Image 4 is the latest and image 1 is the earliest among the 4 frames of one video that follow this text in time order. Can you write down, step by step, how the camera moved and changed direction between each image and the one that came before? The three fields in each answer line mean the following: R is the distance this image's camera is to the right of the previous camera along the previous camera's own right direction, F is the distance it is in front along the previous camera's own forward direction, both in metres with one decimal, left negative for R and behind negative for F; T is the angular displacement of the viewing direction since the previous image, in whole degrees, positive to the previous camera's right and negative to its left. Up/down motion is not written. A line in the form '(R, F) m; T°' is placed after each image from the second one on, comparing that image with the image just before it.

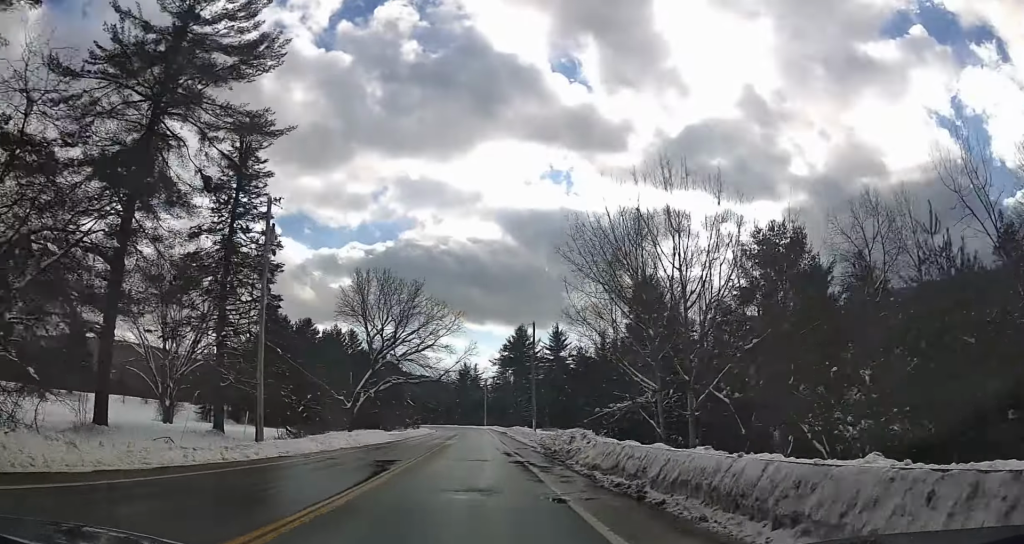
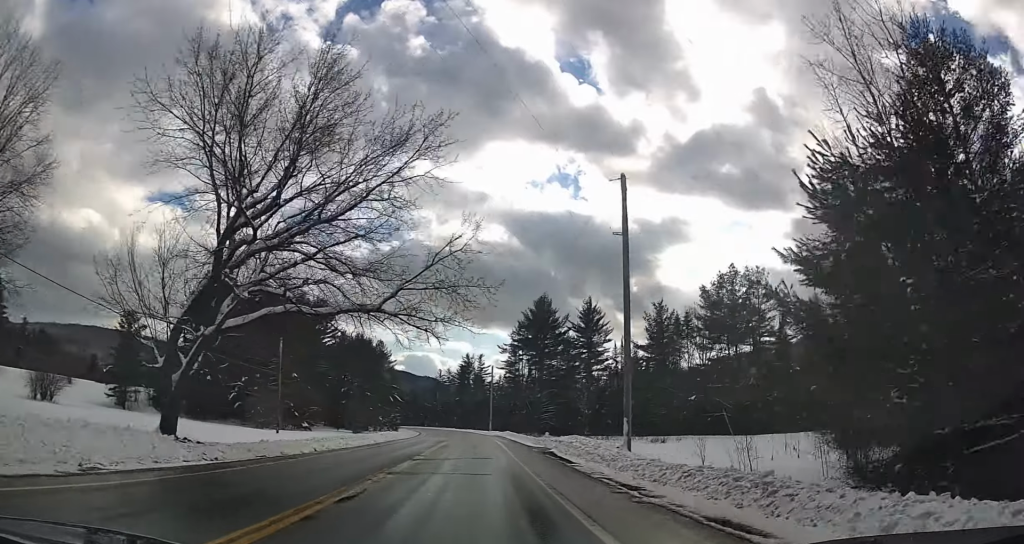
(+0.2, +38.2) m; 0°
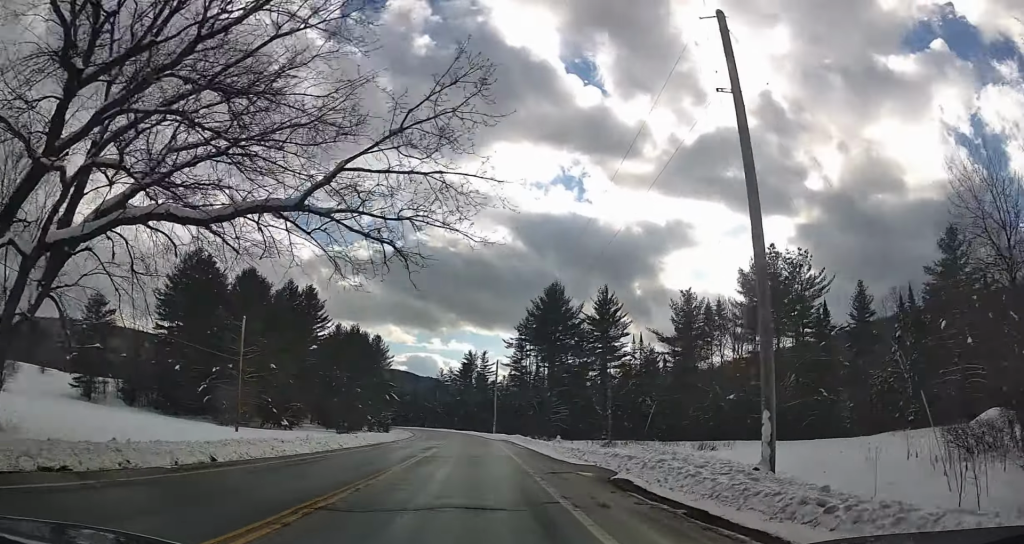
(0.0, +11.6) m; 0°
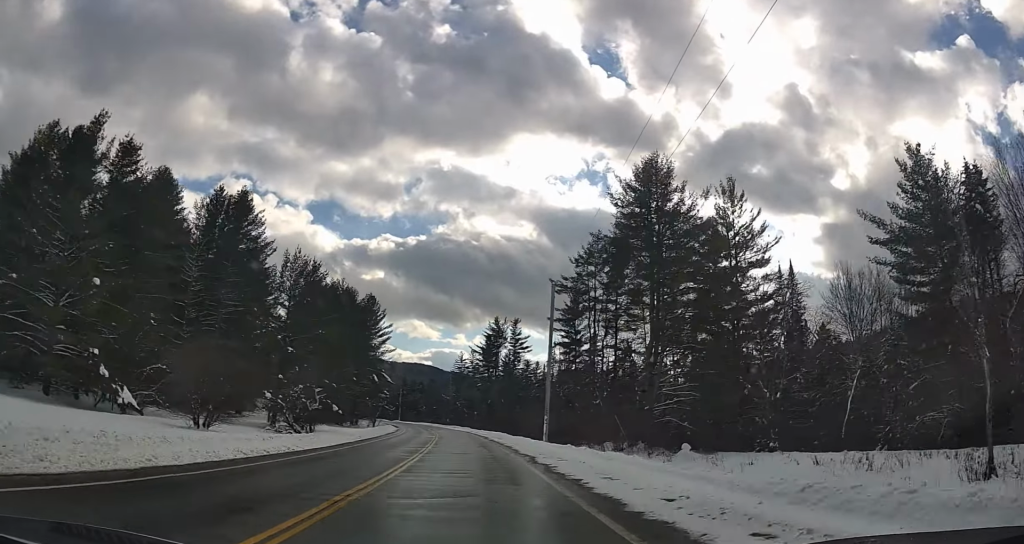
(0.0, +46.5) m; 0°
